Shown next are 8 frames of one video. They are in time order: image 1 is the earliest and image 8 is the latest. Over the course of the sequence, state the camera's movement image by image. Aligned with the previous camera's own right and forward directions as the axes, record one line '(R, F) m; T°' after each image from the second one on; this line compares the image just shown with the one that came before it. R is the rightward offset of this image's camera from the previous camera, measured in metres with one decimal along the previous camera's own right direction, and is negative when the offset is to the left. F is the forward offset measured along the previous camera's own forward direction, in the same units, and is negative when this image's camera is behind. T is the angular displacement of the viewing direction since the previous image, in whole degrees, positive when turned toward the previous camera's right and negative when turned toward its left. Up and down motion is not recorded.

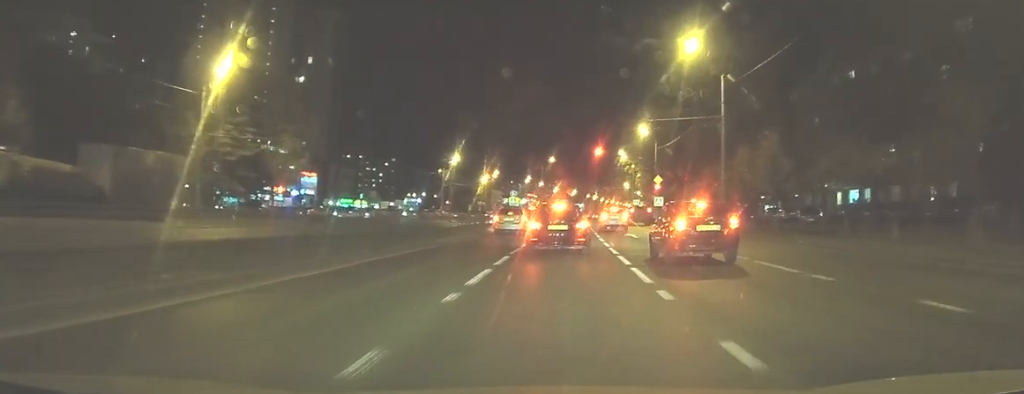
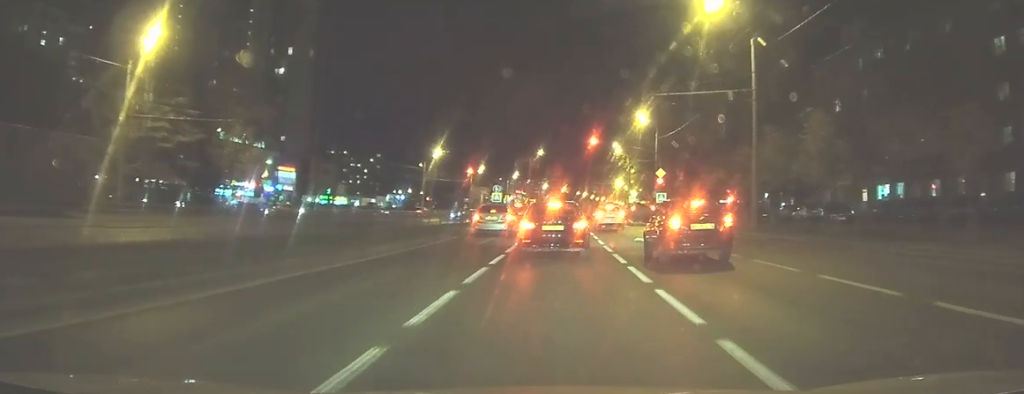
(+0.1, +8.1) m; +1°
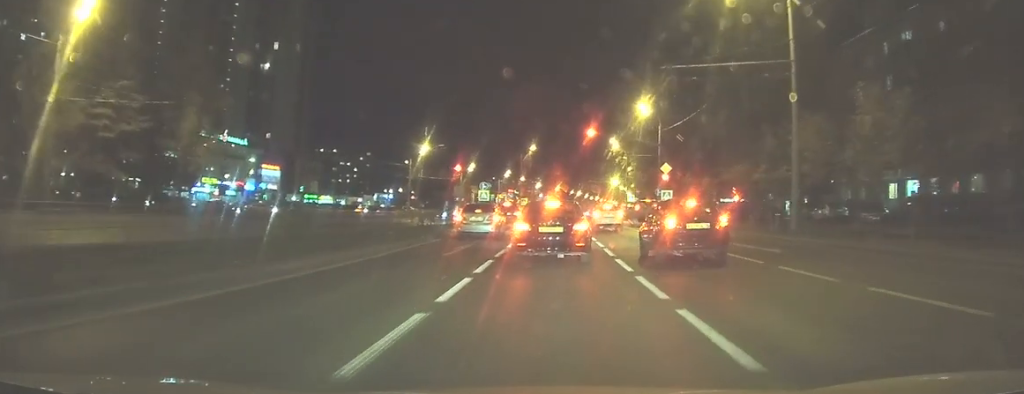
(0.0, +5.9) m; -1°
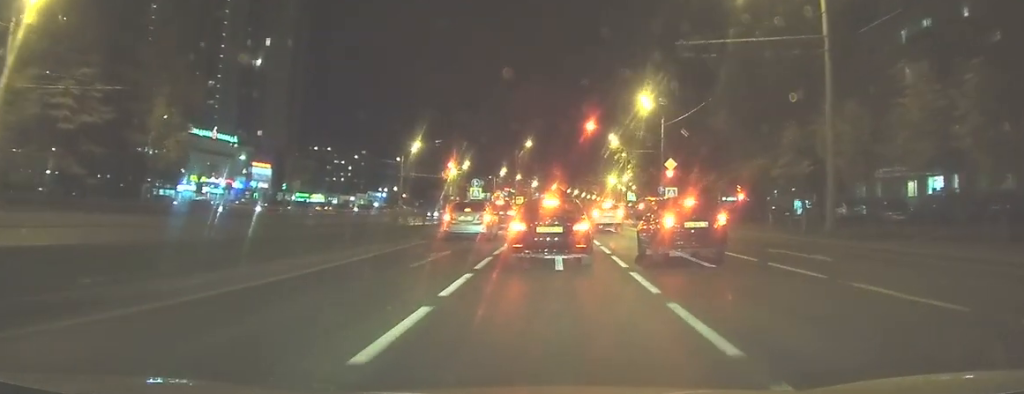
(0.0, +3.5) m; 0°
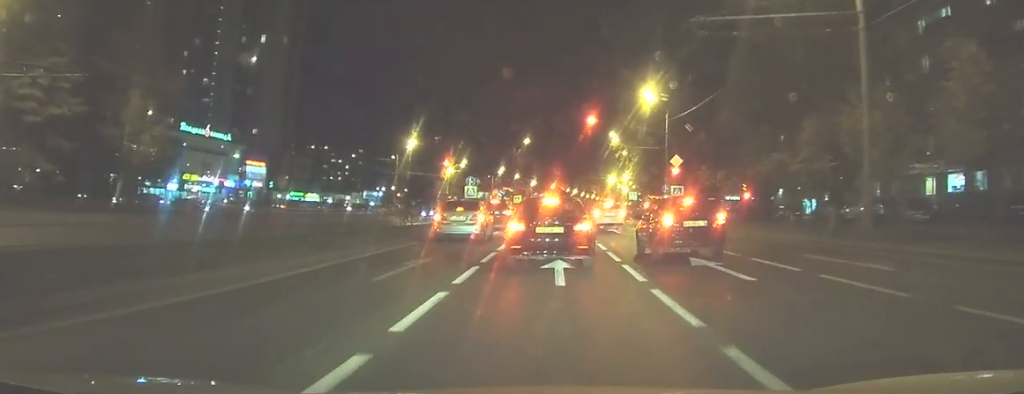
(-0.1, +2.7) m; 0°
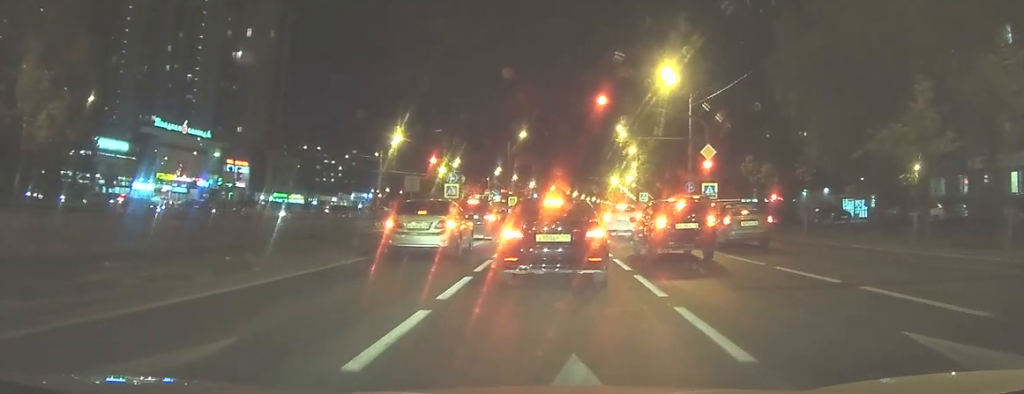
(-0.1, +10.2) m; -2°
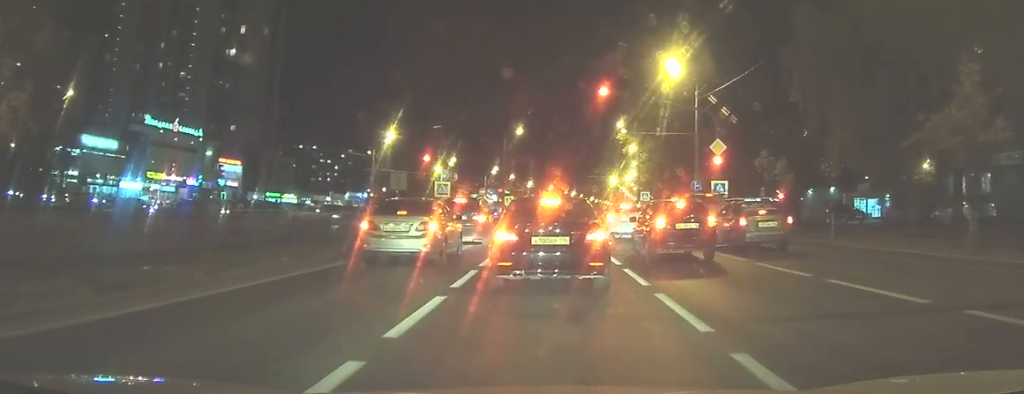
(0.0, +2.6) m; +1°
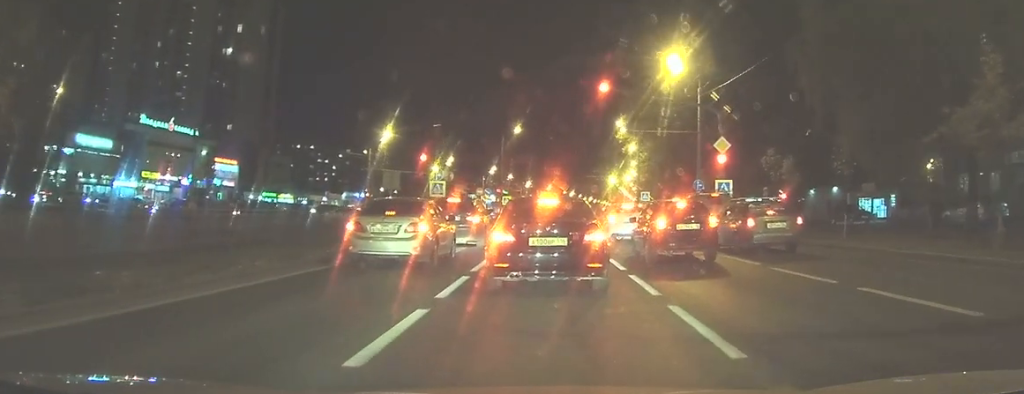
(0.0, +1.3) m; +1°
